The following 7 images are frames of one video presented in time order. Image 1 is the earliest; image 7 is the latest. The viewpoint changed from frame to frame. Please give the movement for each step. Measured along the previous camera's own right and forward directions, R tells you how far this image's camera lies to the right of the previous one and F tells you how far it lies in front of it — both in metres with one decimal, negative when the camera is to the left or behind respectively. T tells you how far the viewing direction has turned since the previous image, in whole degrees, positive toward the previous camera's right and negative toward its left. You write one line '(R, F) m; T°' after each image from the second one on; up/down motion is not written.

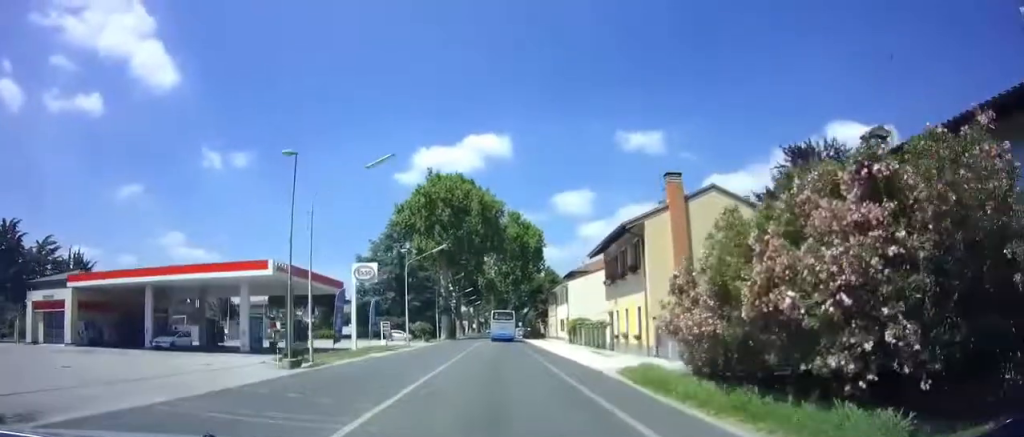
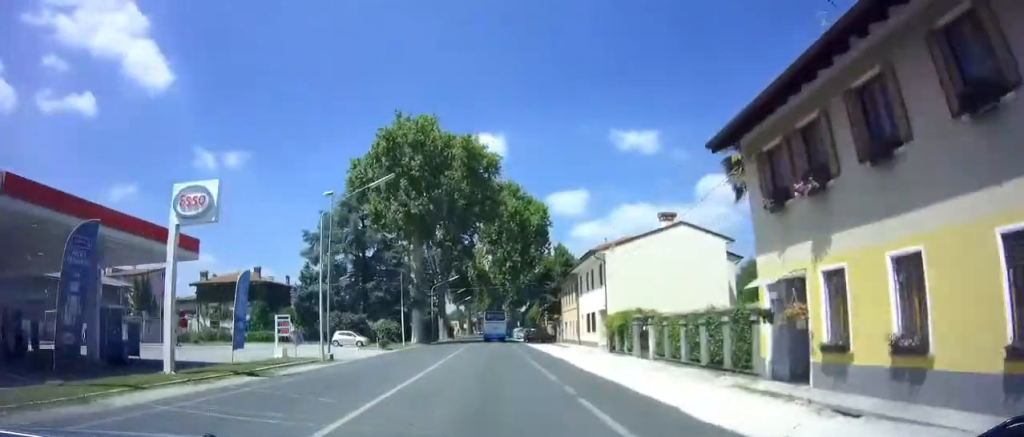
(+0.1, +22.9) m; 0°
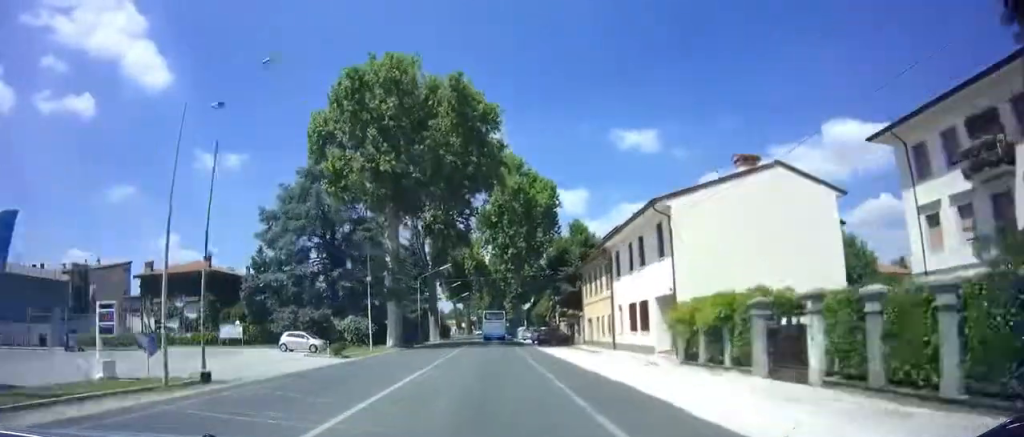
(0.0, +13.1) m; 0°
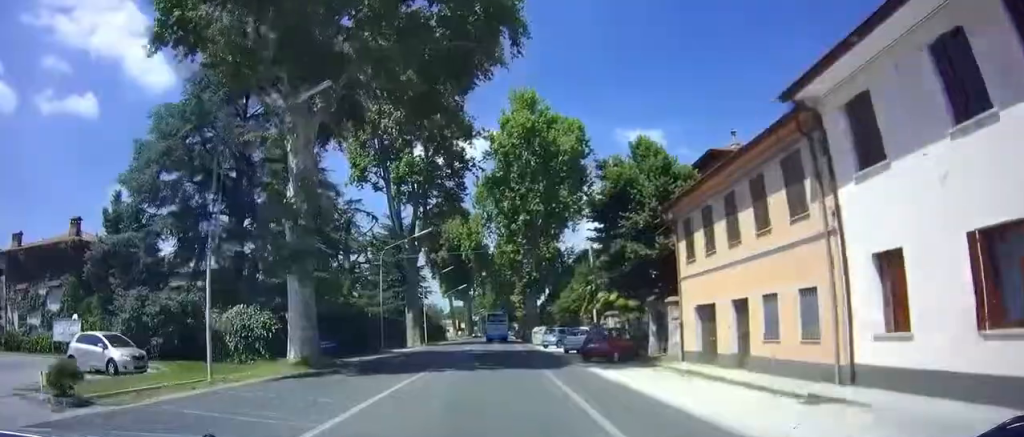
(0.0, +22.0) m; 0°
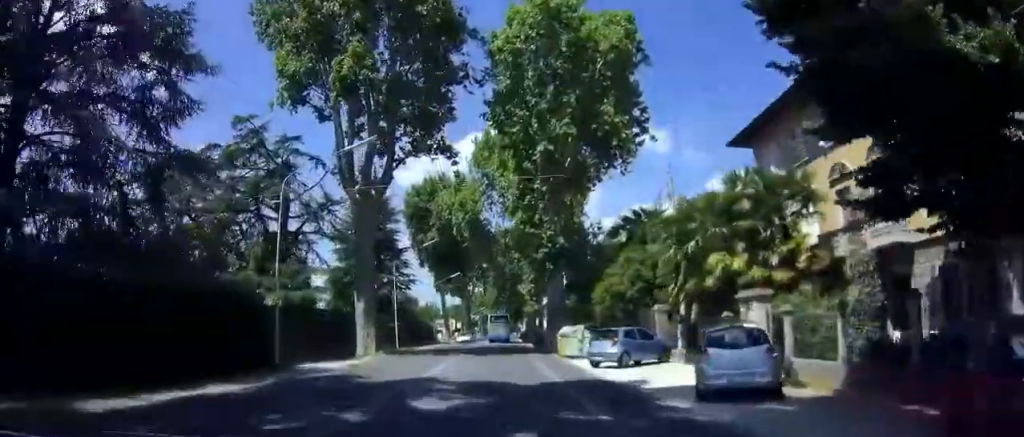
(-0.1, +20.0) m; -1°
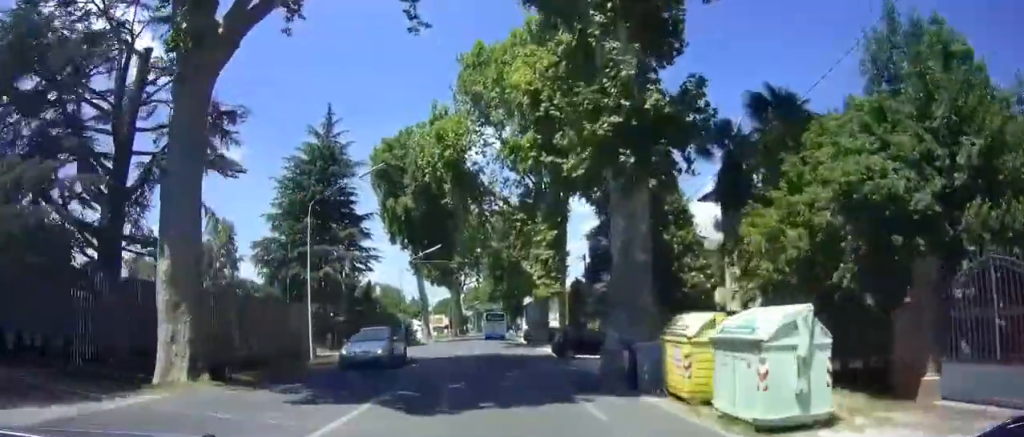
(-0.1, +19.4) m; 0°
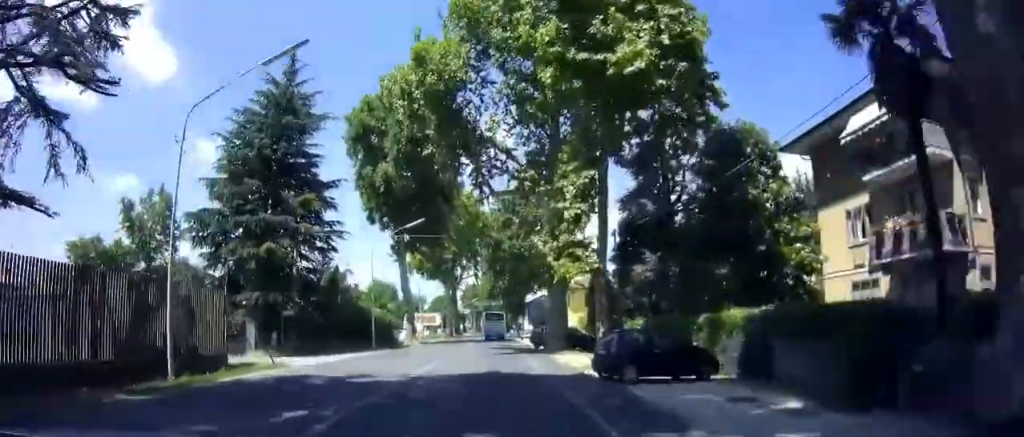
(+0.1, +10.9) m; 0°
